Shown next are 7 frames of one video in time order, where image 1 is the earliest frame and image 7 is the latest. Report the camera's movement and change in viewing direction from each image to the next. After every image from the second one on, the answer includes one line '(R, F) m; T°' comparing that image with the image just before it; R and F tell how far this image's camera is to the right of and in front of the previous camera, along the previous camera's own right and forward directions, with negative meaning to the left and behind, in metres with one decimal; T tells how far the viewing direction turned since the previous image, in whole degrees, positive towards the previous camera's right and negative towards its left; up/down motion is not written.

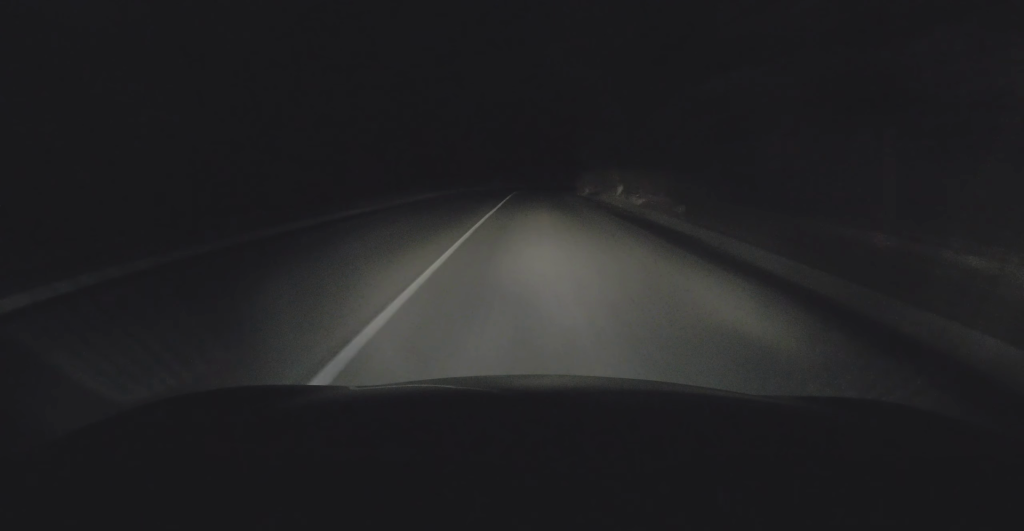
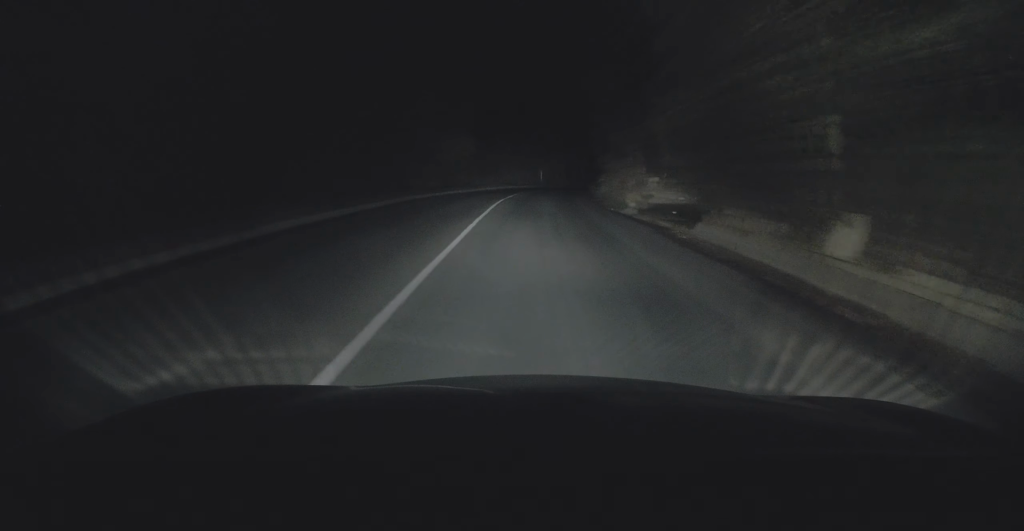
(0.0, +19.9) m; +1°
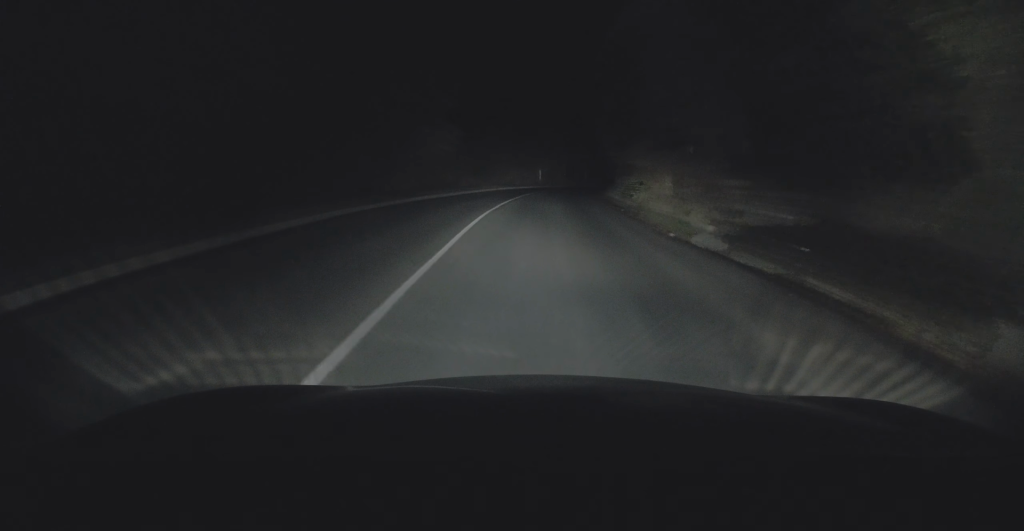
(+0.1, +9.5) m; +1°
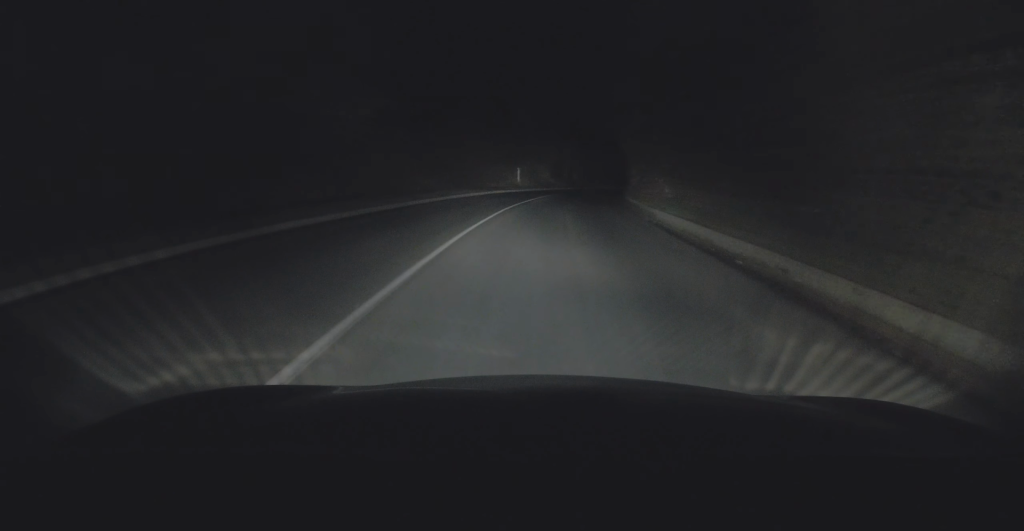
(0.0, +17.4) m; +1°
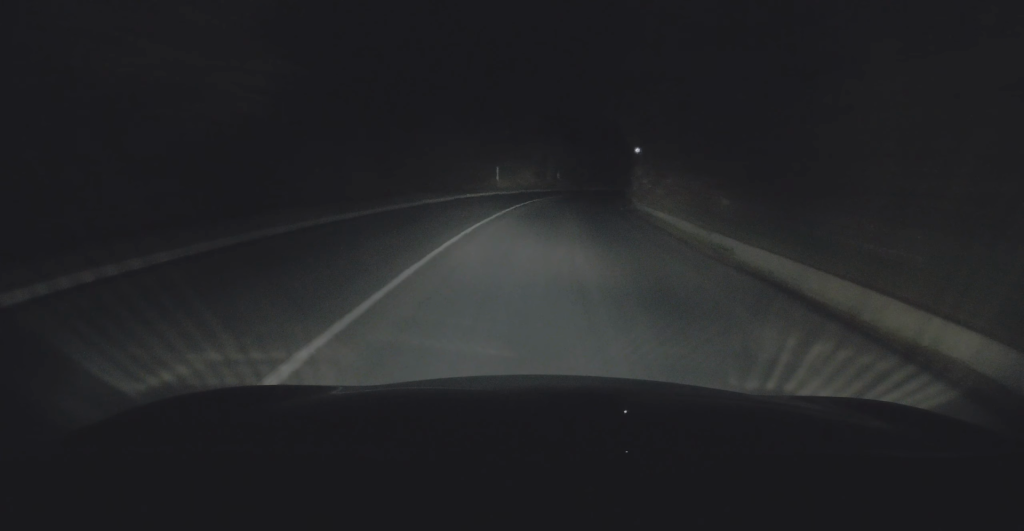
(+0.1, +8.0) m; +1°
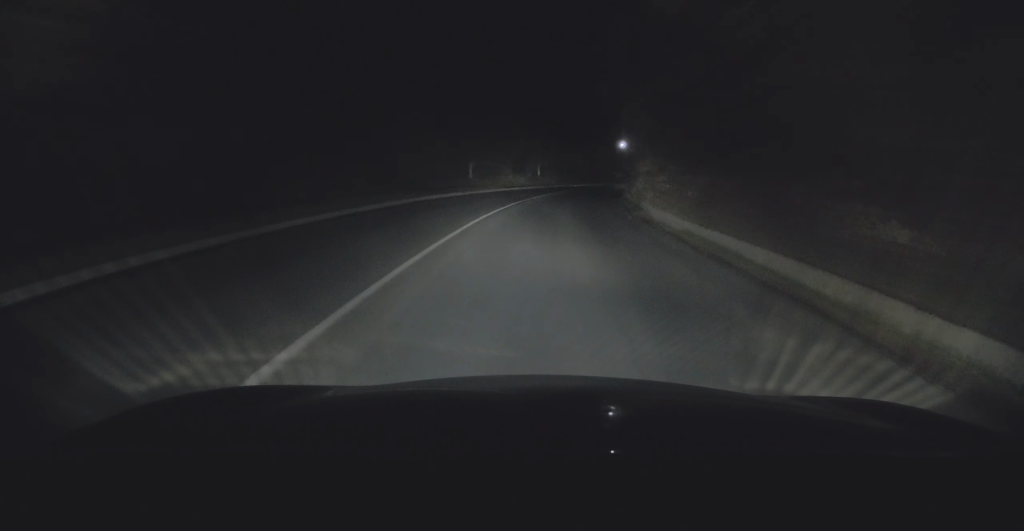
(+0.1, +7.2) m; +2°
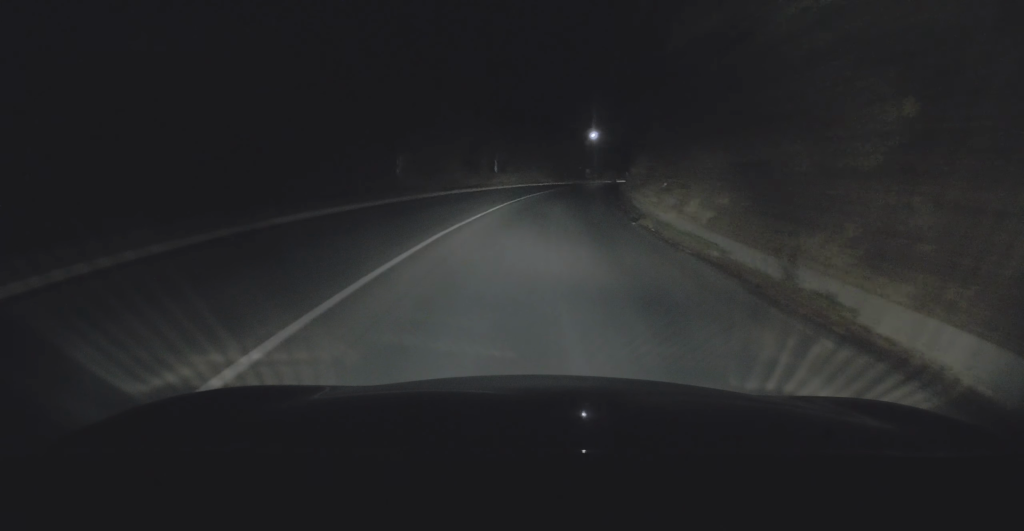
(+0.4, +15.2) m; +3°
